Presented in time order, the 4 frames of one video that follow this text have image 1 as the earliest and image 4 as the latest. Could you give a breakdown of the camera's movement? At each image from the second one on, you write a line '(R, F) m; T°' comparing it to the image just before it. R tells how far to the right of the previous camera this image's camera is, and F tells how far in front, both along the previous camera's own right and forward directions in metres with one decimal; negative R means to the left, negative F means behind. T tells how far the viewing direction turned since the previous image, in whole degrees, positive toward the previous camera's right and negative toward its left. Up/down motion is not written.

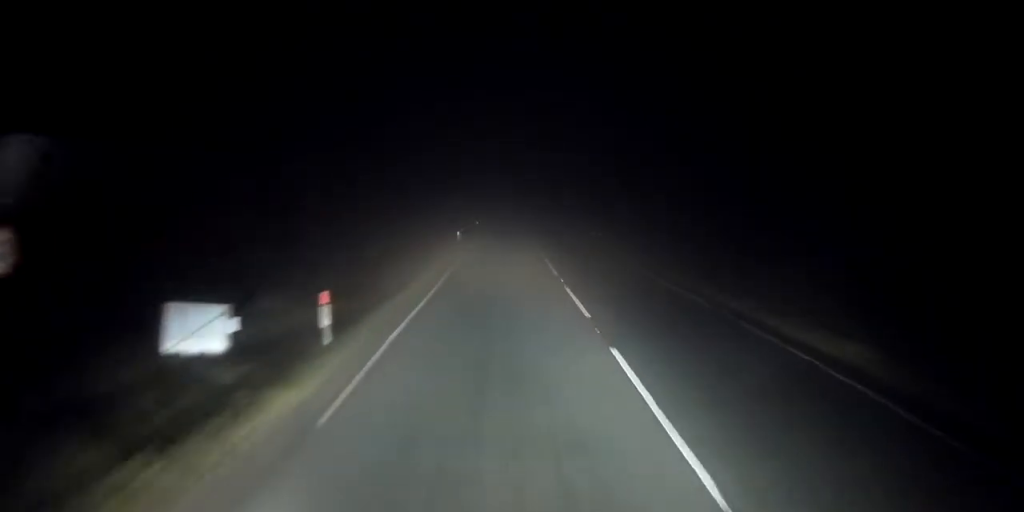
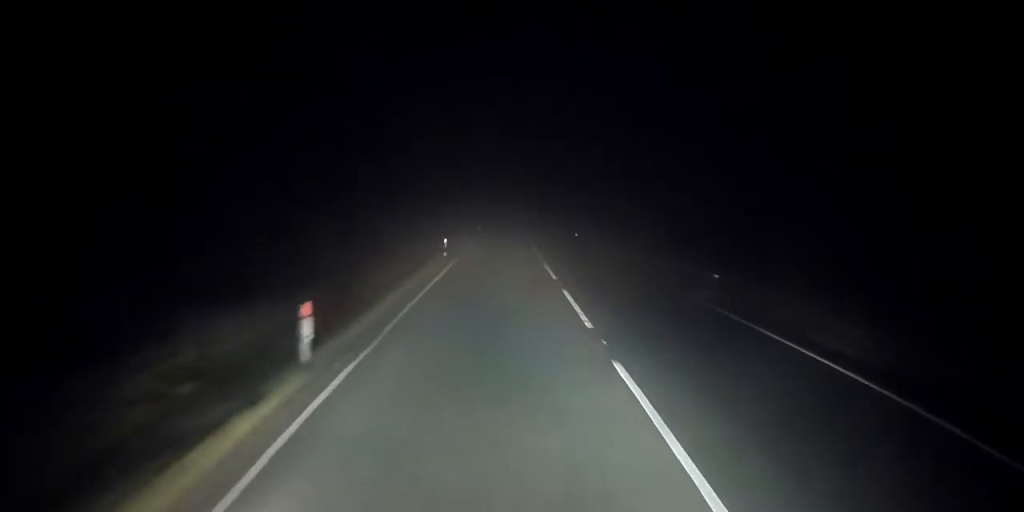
(-0.1, +27.9) m; 0°
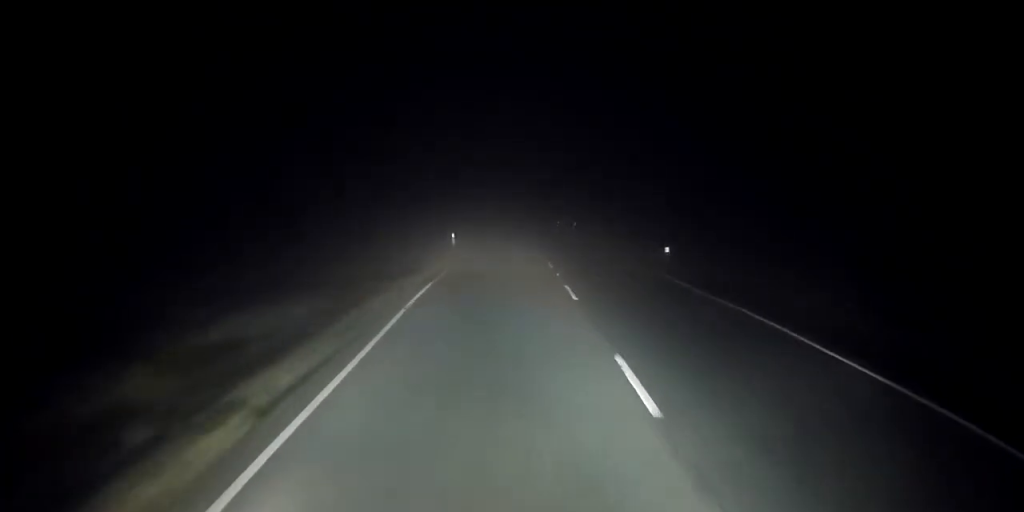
(+0.4, +34.1) m; +1°
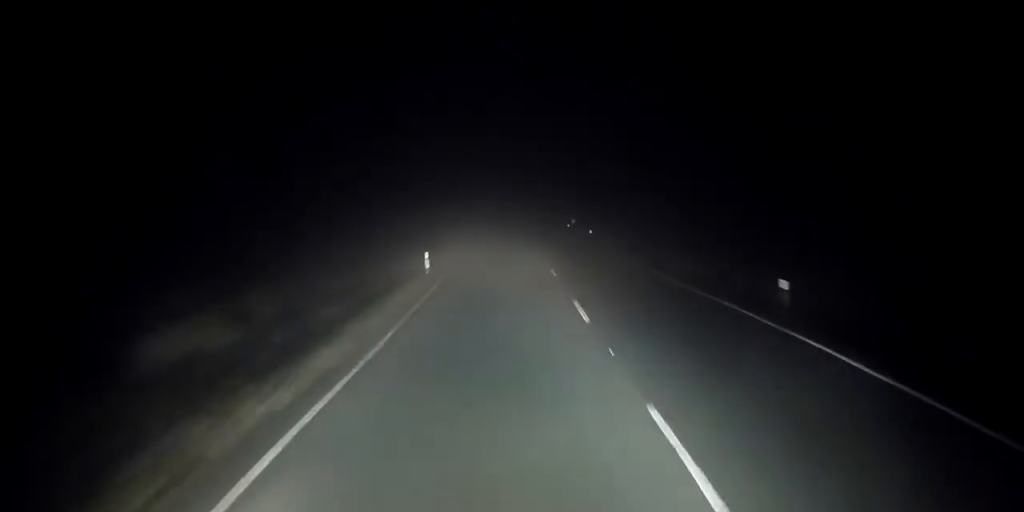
(0.0, +11.4) m; 0°
